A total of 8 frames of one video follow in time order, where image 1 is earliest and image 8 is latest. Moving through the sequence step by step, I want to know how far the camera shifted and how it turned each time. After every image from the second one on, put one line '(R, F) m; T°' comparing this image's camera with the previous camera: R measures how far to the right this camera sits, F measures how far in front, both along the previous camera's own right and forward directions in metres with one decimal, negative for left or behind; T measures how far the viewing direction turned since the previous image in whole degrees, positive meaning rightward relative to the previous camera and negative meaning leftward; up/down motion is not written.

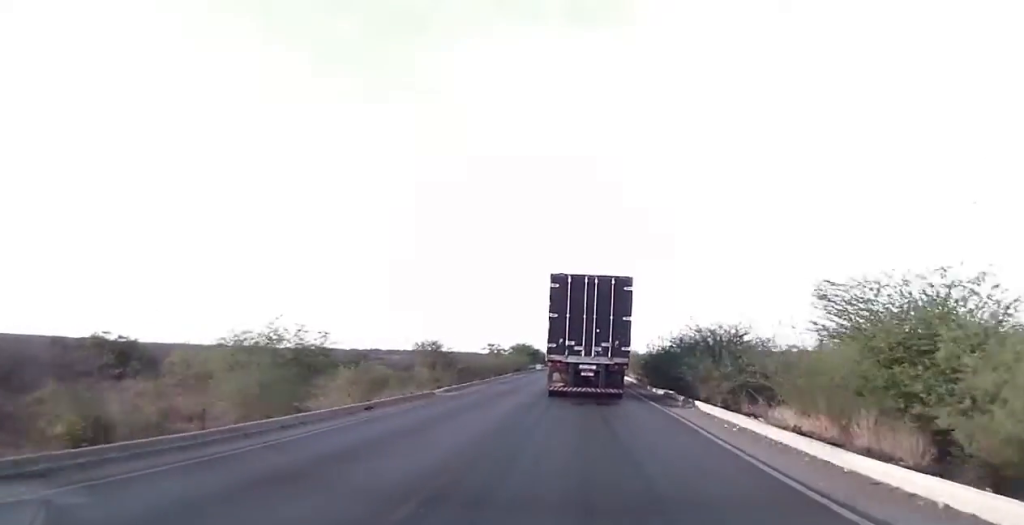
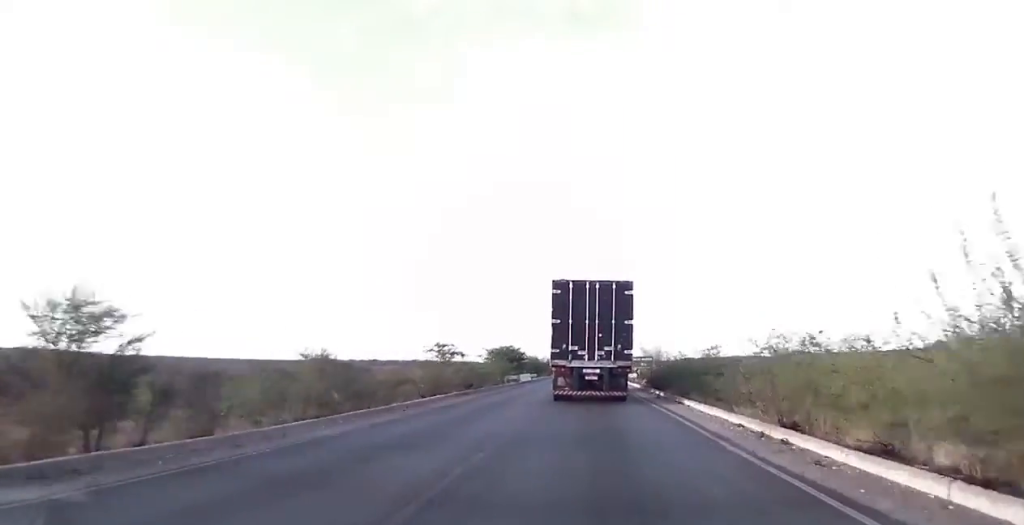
(+0.1, +32.5) m; -1°
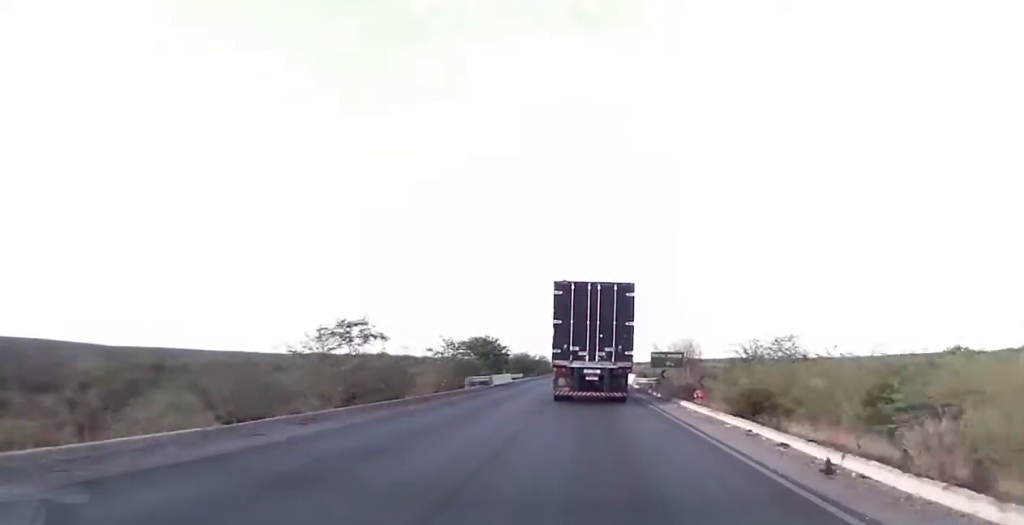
(-0.3, +19.7) m; 0°
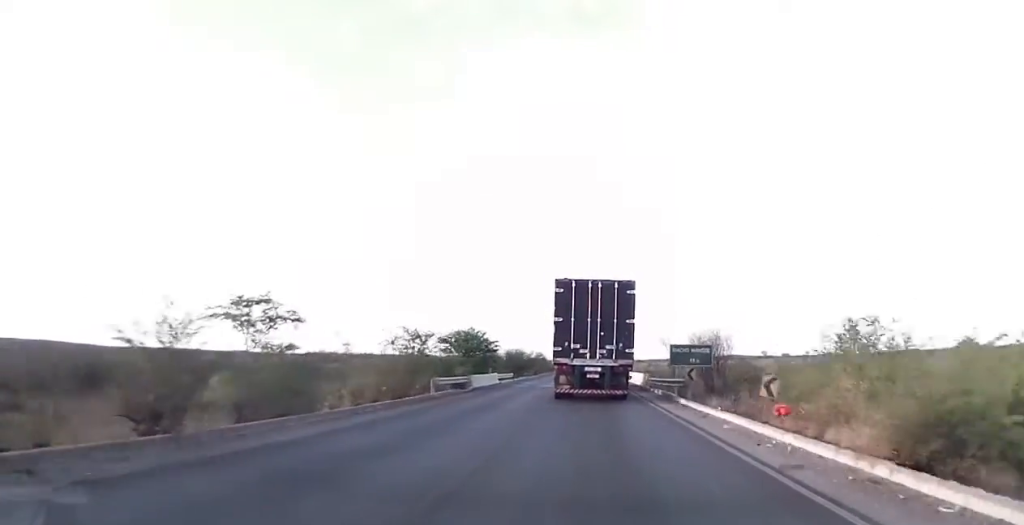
(-0.1, +9.3) m; 0°
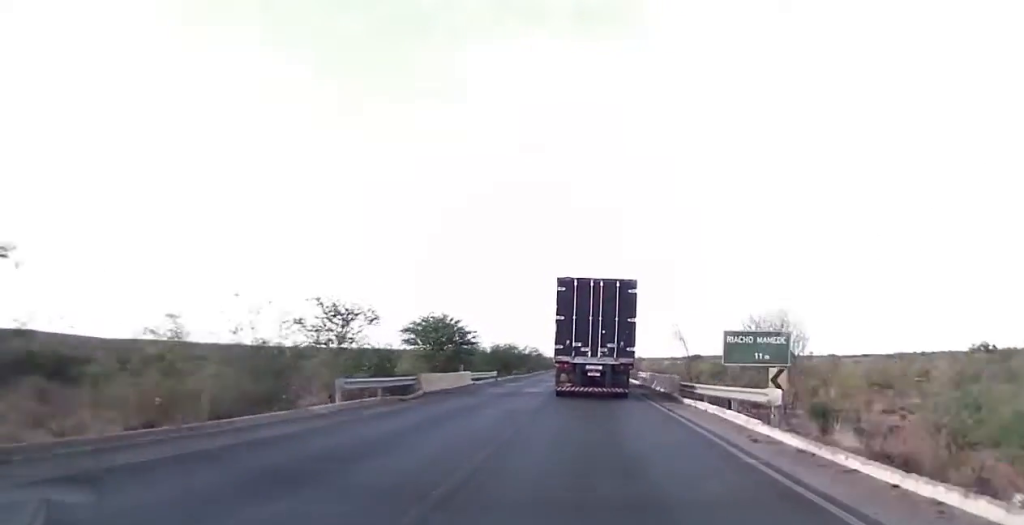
(+0.2, +12.0) m; +1°
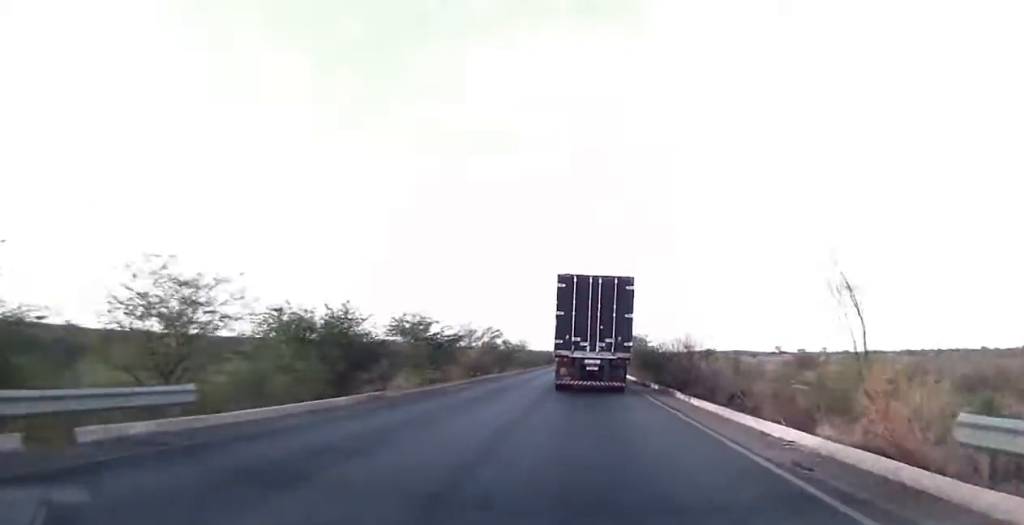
(+0.4, +39.7) m; +1°
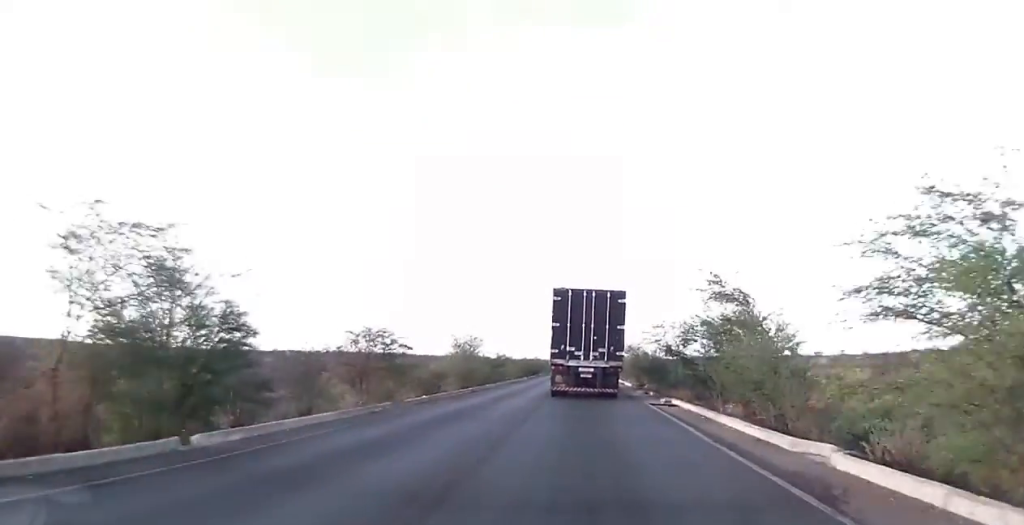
(-0.1, +45.2) m; 0°
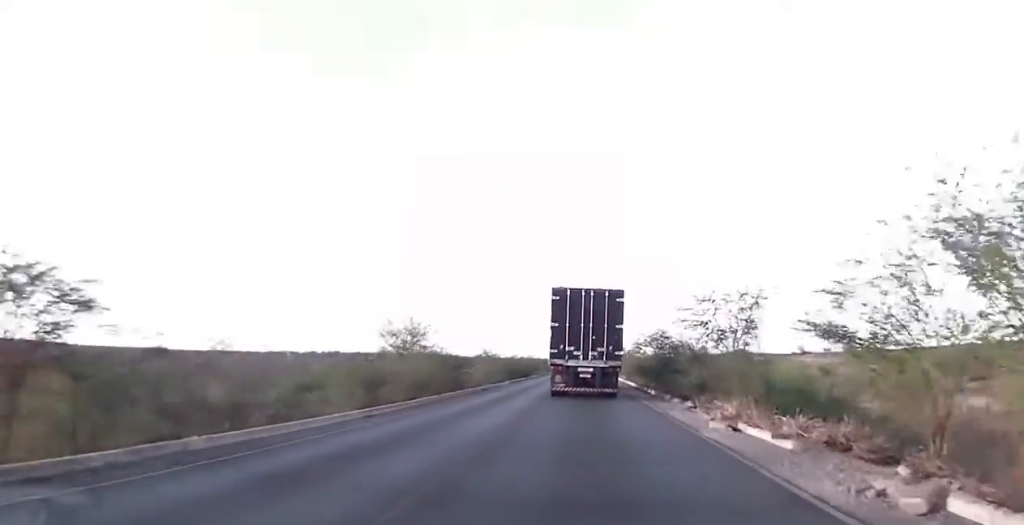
(0.0, +19.3) m; 0°
